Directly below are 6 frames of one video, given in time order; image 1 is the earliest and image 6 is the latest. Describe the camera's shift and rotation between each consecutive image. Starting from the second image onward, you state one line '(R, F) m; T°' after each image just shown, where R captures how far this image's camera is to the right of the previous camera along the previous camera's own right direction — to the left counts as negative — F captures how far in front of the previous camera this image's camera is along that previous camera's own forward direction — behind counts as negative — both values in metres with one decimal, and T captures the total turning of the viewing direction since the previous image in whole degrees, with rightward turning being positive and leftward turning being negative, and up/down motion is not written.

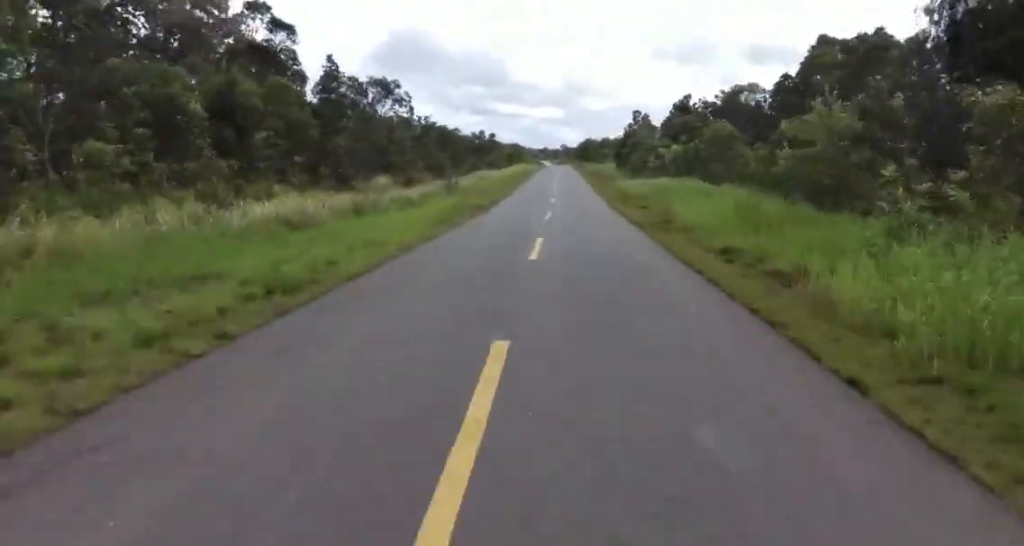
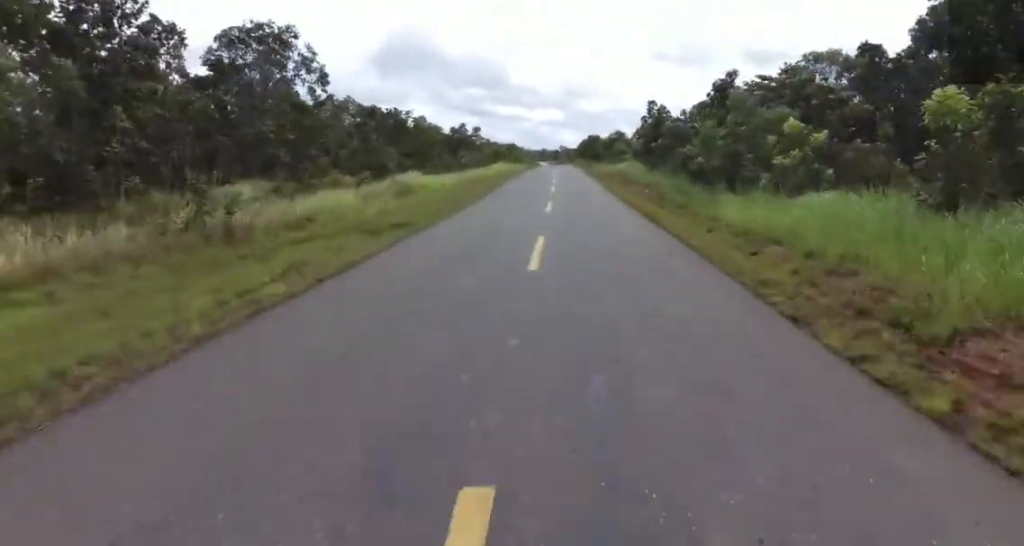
(-0.7, +25.6) m; -1°
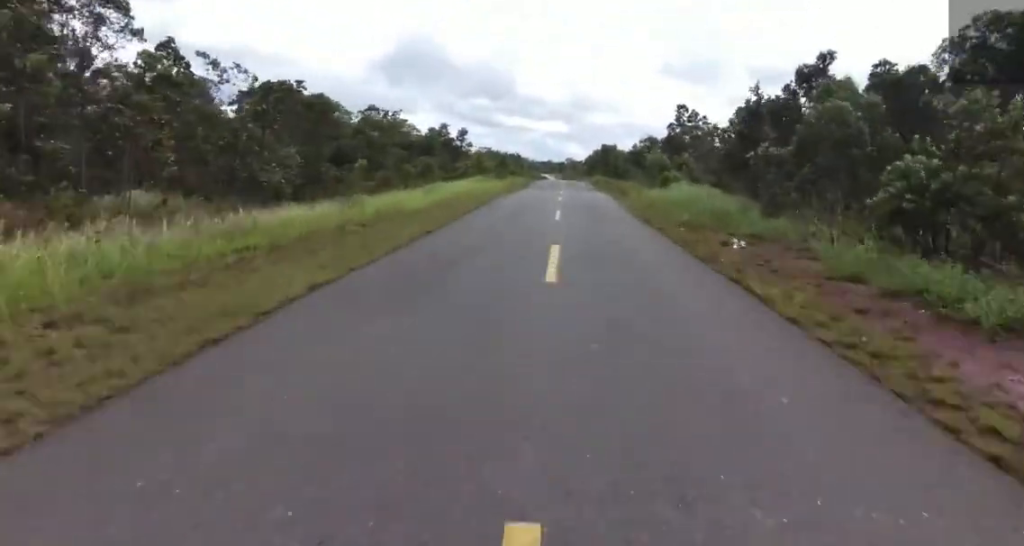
(+0.1, +23.7) m; +1°
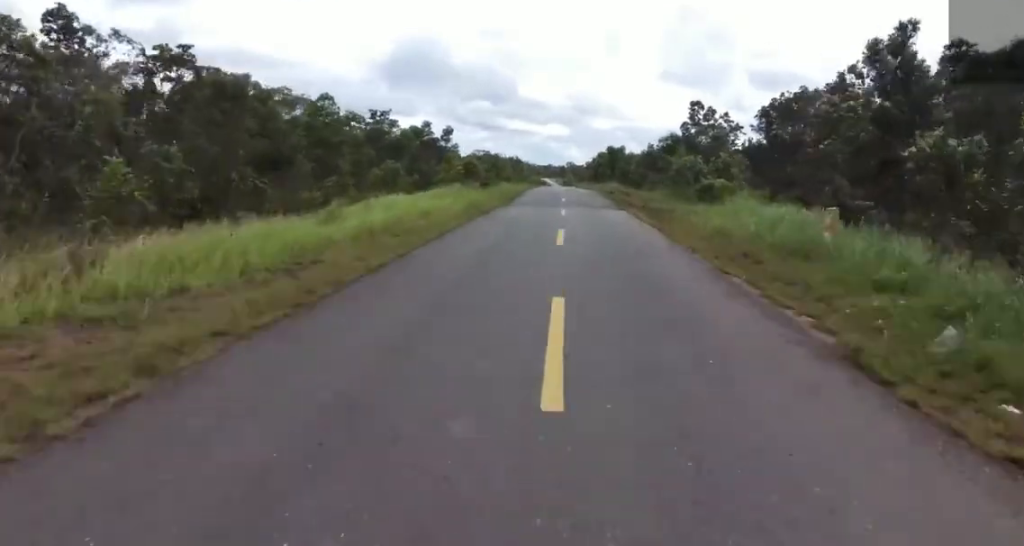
(+0.1, +11.3) m; 0°
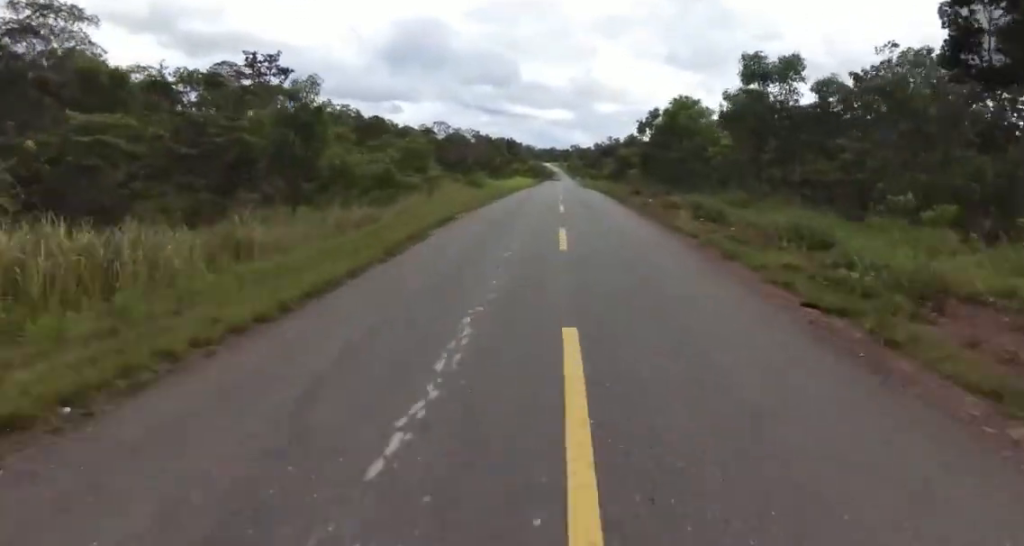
(-1.1, +67.3) m; 0°
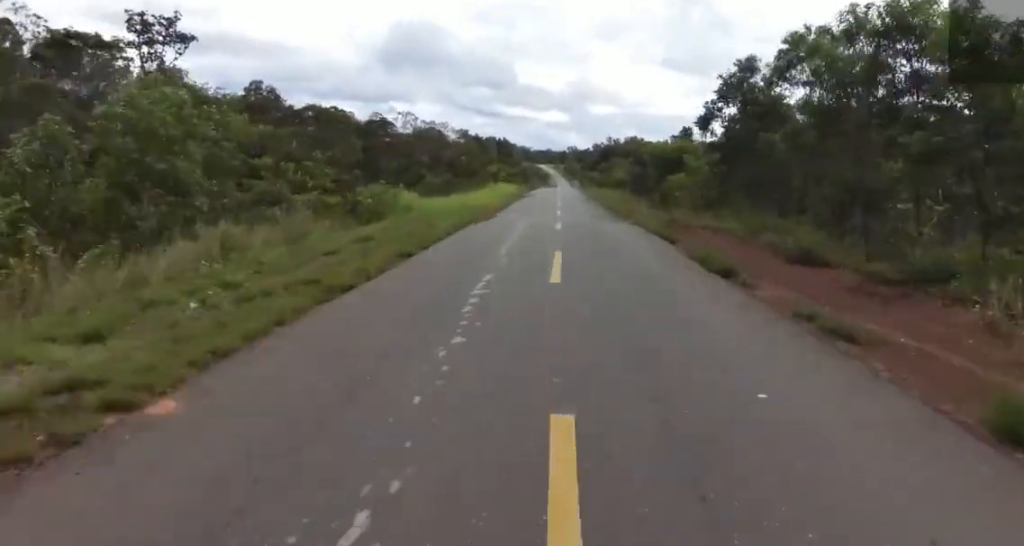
(0.0, +25.1) m; -1°
